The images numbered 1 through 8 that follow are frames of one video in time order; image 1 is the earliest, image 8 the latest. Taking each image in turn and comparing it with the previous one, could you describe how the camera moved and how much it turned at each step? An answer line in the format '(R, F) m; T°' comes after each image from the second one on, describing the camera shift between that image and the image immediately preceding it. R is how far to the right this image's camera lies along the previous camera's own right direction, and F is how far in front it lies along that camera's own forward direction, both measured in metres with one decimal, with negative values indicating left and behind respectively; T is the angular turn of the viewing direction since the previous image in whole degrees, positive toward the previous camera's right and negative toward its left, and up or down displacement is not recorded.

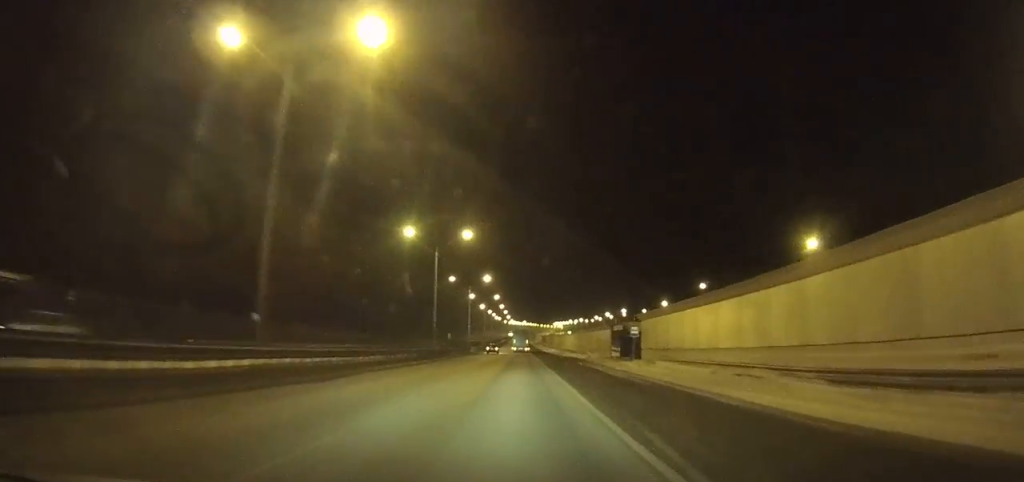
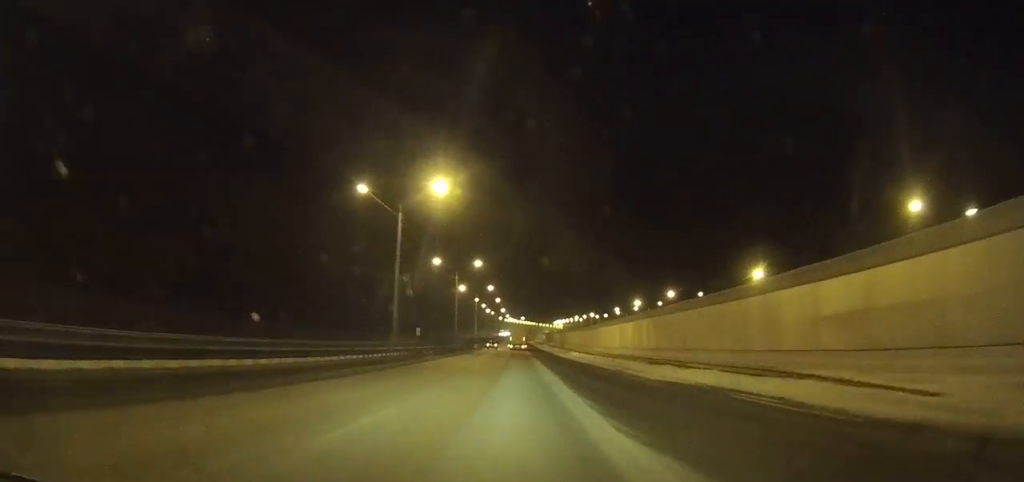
(+0.1, +56.8) m; 0°
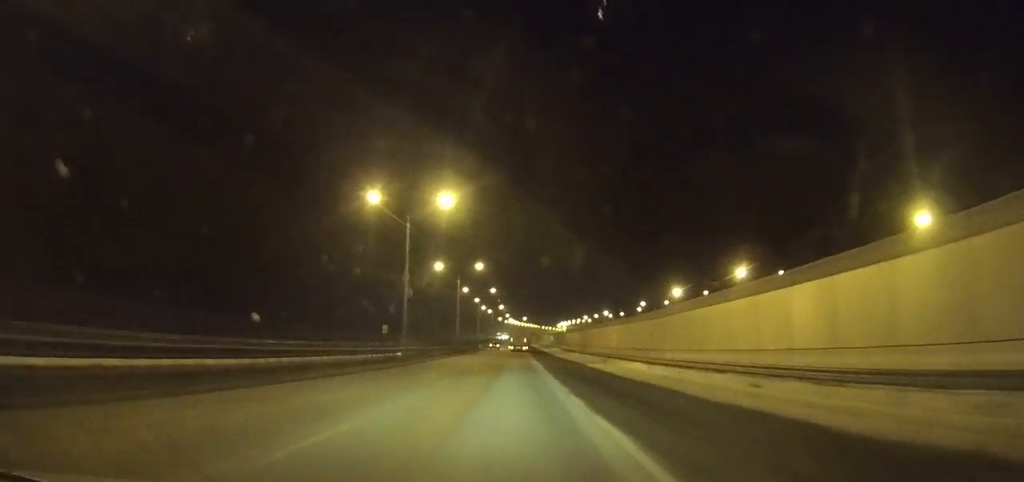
(0.0, +36.5) m; 0°
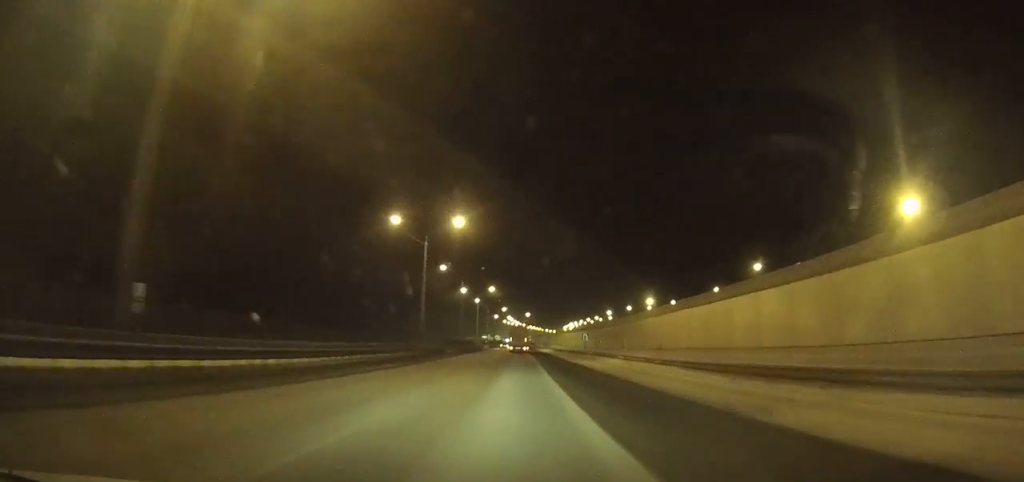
(+0.1, +72.8) m; 0°
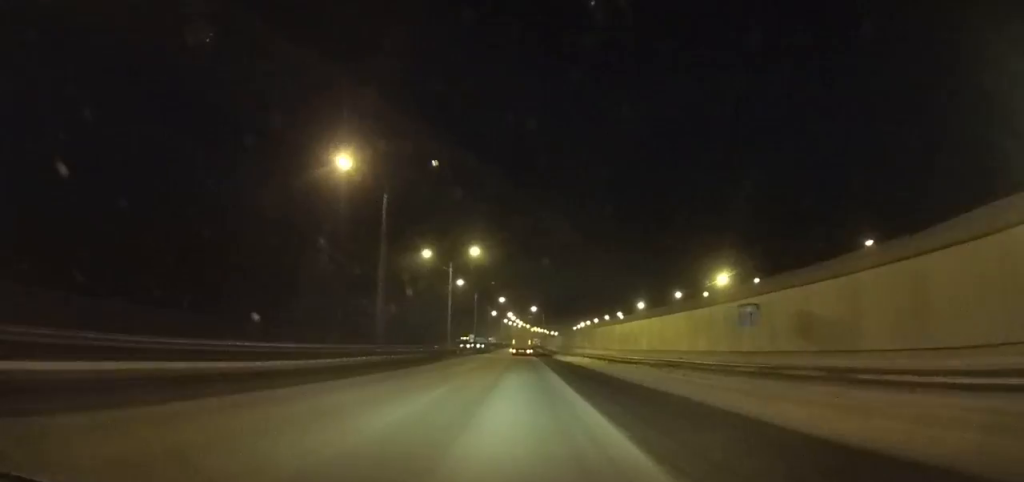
(-0.1, +51.6) m; 0°
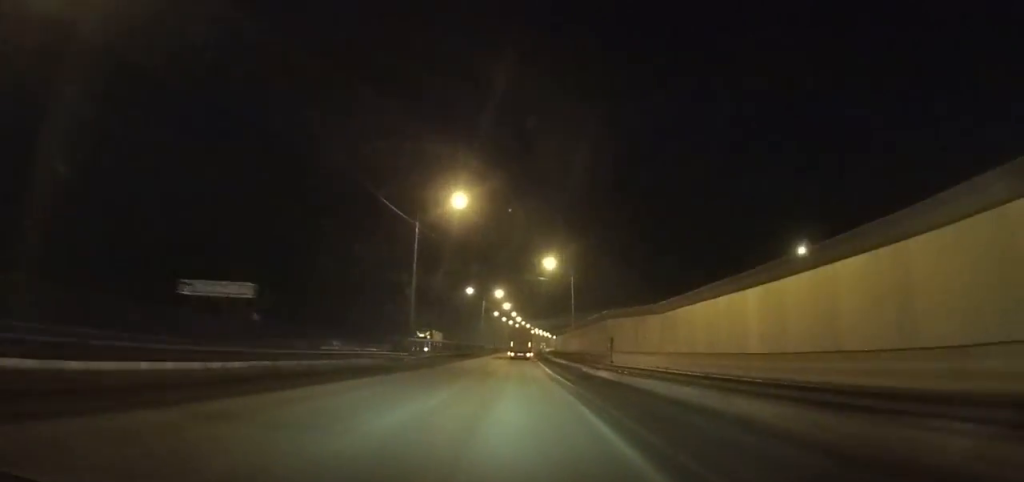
(+0.1, +97.0) m; 0°
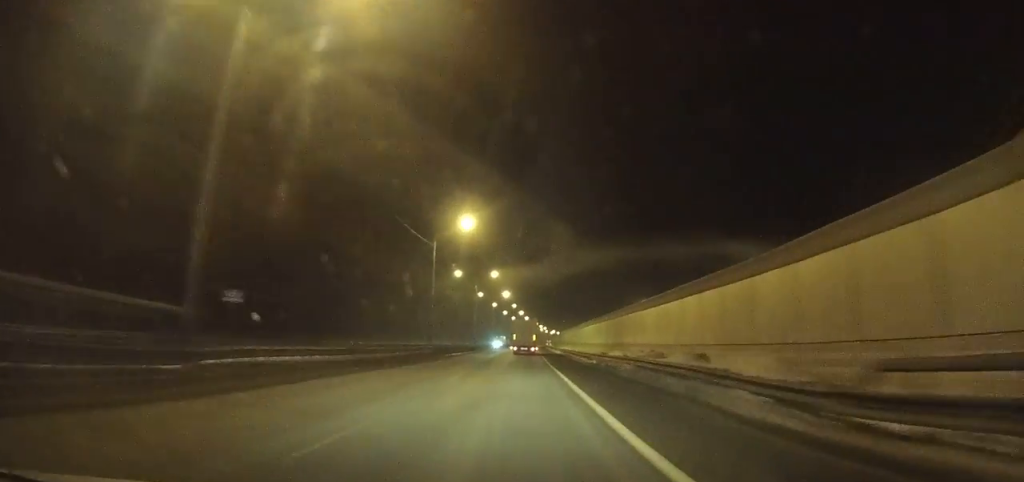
(+0.2, +101.9) m; +1°
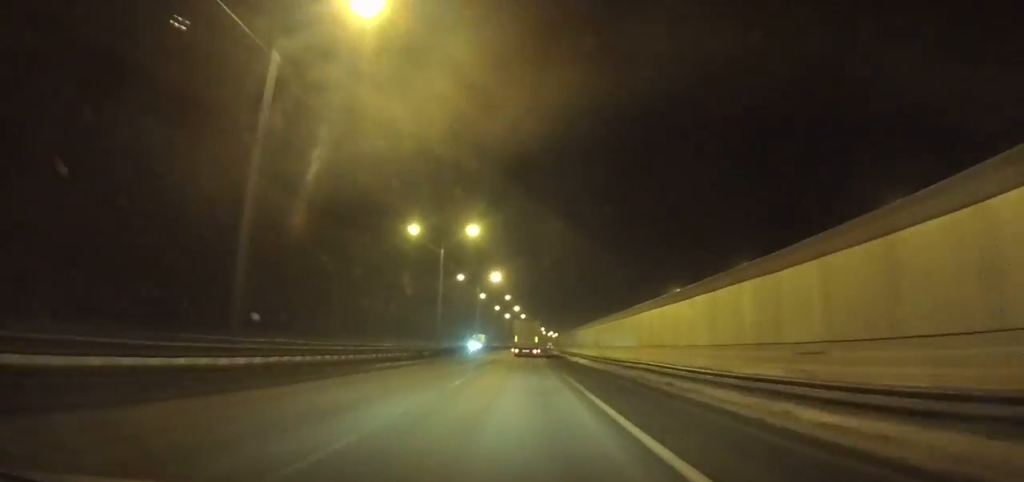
(+0.1, +37.3) m; +1°
